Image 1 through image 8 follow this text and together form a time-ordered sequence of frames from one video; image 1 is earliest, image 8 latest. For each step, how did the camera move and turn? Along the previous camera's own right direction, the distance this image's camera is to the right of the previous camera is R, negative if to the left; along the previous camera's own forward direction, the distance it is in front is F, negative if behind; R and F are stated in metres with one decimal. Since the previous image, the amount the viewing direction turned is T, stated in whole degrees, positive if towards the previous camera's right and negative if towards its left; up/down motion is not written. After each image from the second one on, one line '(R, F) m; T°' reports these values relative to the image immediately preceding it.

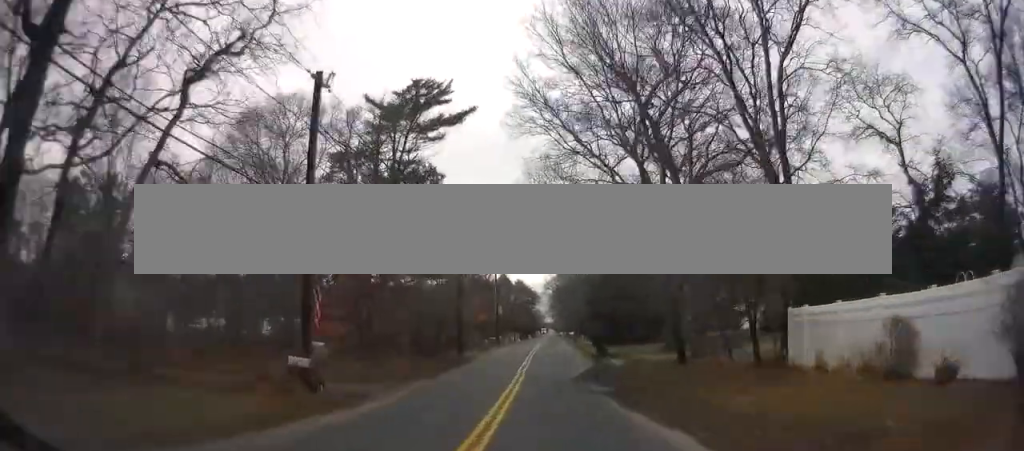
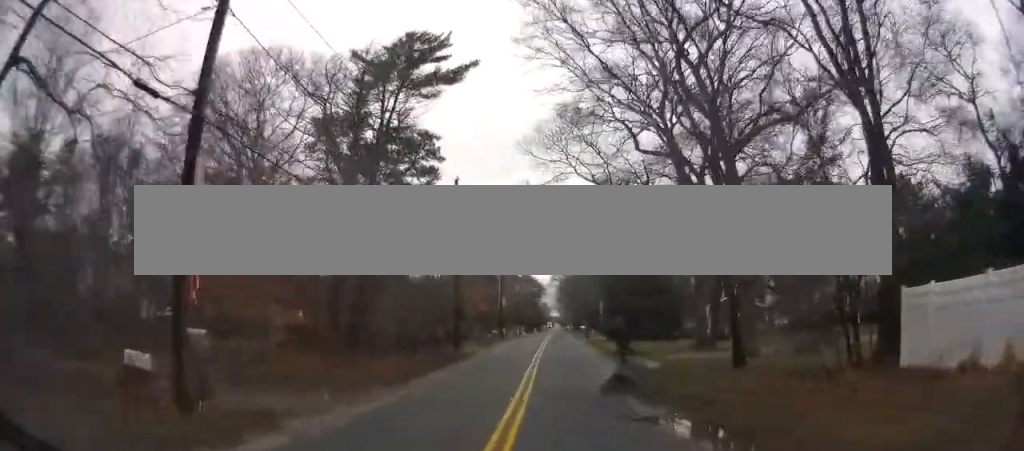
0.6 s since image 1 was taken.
(0.0, +6.4) m; +1°
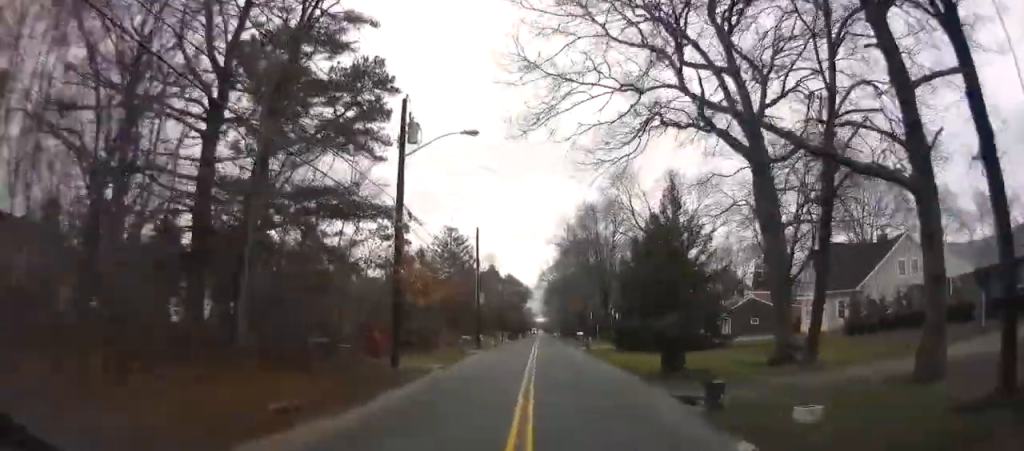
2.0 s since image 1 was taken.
(+0.3, +13.4) m; +3°
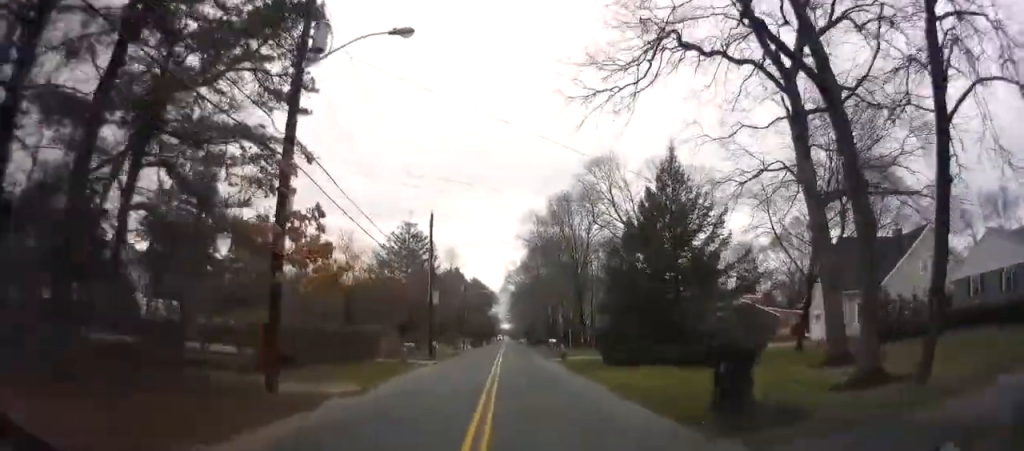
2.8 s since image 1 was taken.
(+0.2, +8.4) m; +2°
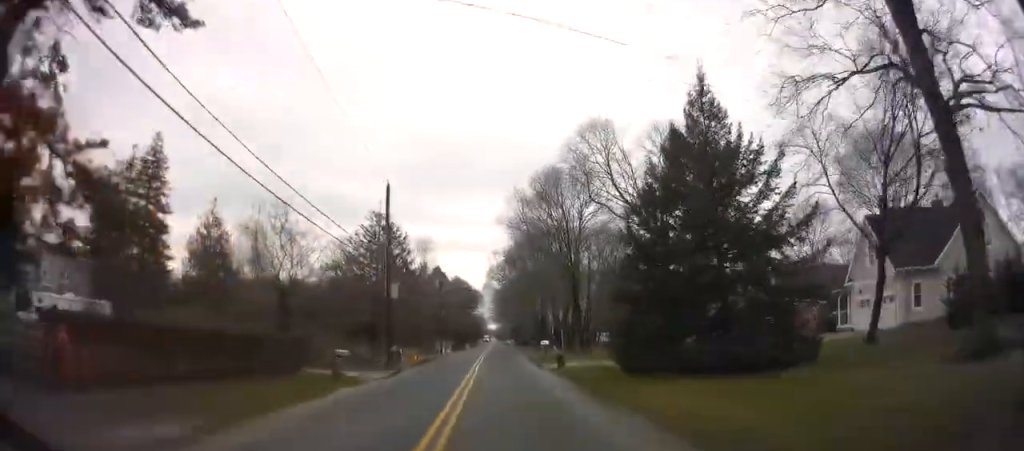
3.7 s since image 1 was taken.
(+0.1, +9.5) m; +1°
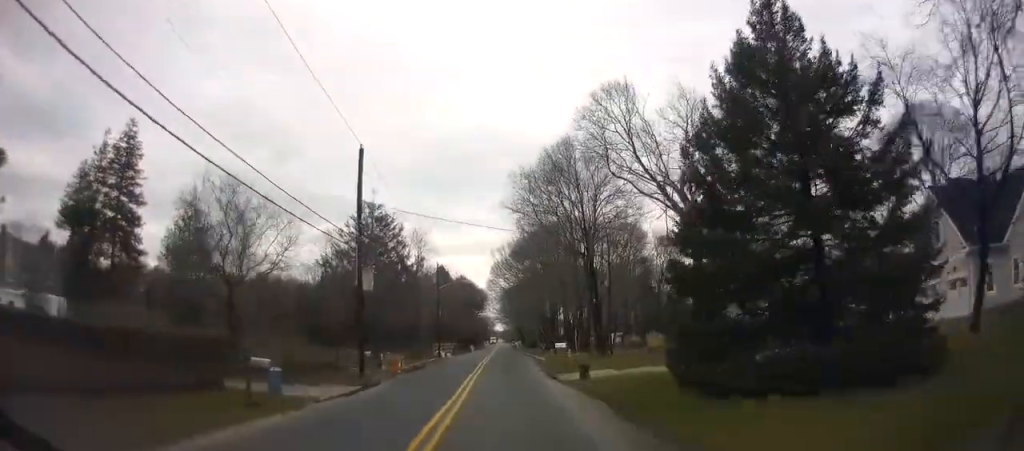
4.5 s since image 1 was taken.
(0.0, +7.5) m; 0°
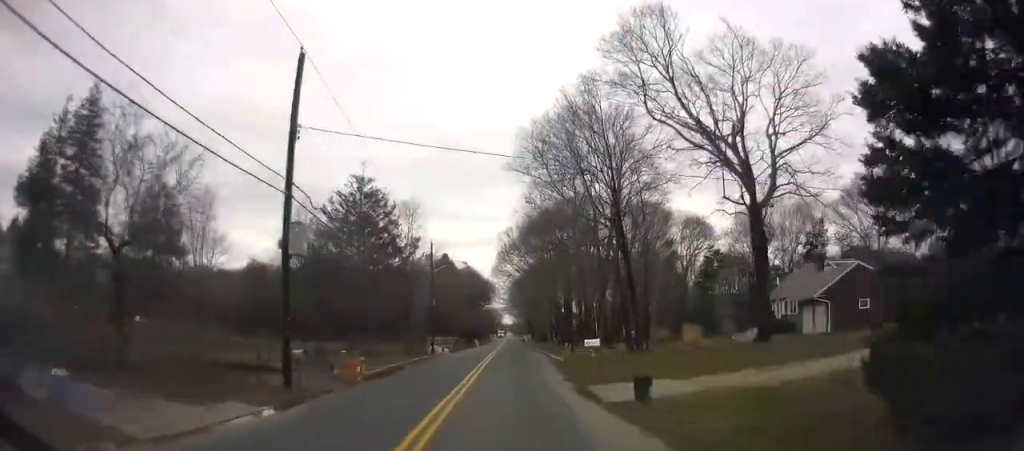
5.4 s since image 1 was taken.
(0.0, +9.7) m; -1°
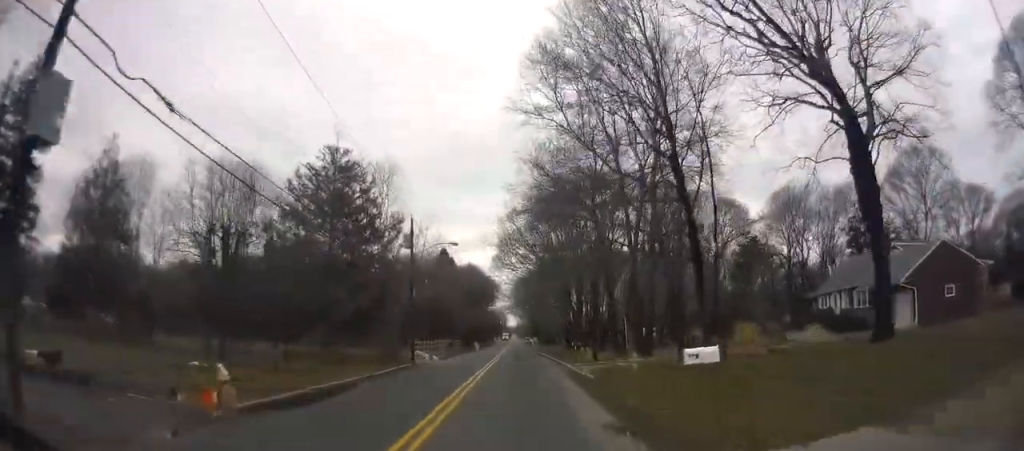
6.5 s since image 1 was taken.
(-0.1, +11.3) m; 0°
